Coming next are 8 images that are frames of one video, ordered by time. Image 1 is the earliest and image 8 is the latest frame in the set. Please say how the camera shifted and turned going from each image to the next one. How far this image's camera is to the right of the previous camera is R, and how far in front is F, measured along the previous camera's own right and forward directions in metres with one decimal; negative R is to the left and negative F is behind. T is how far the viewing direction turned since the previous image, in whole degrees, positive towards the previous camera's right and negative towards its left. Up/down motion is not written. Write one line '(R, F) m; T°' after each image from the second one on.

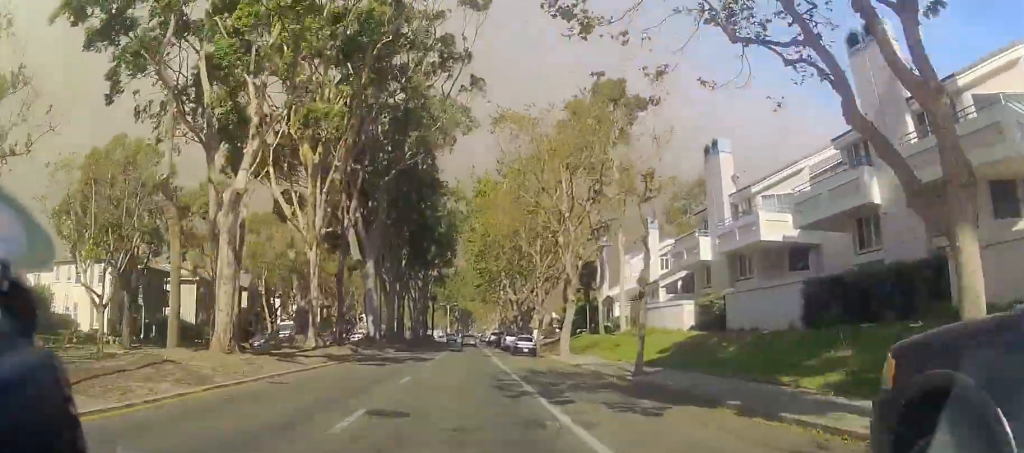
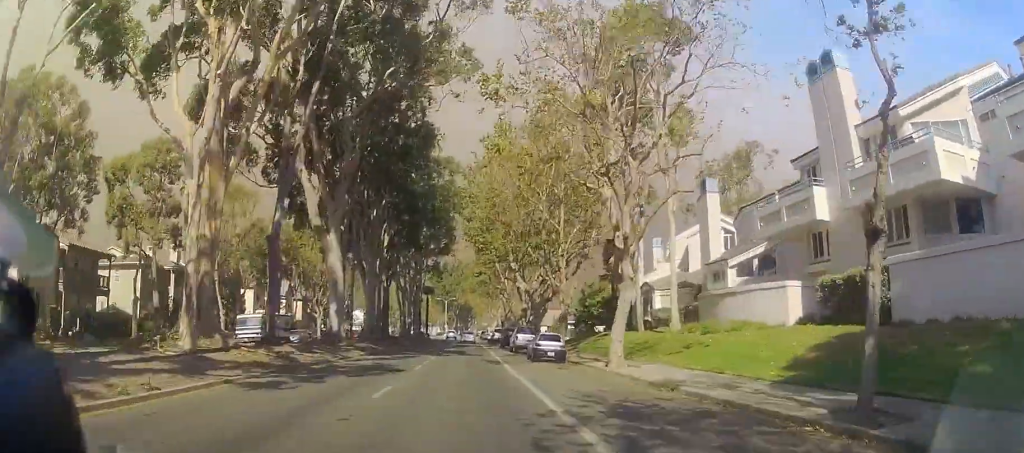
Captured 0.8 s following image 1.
(+0.2, +11.4) m; 0°
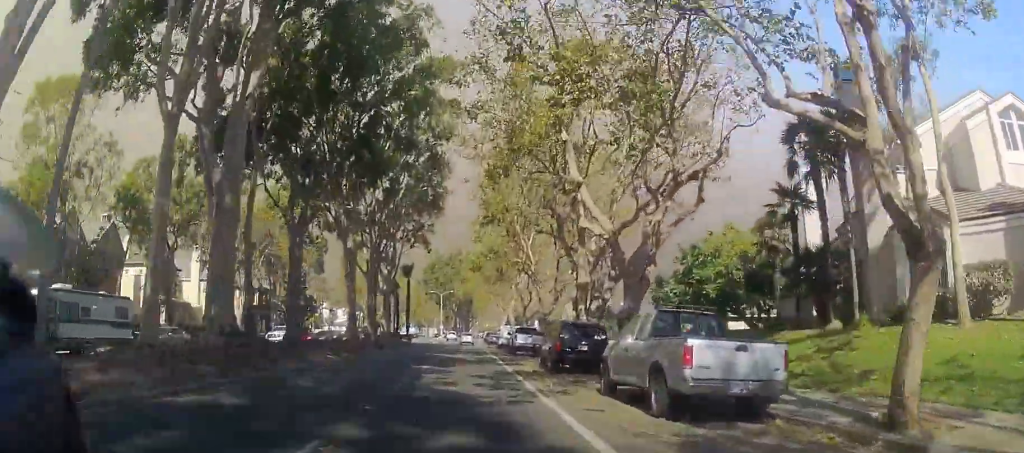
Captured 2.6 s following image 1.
(-0.4, +27.4) m; -1°
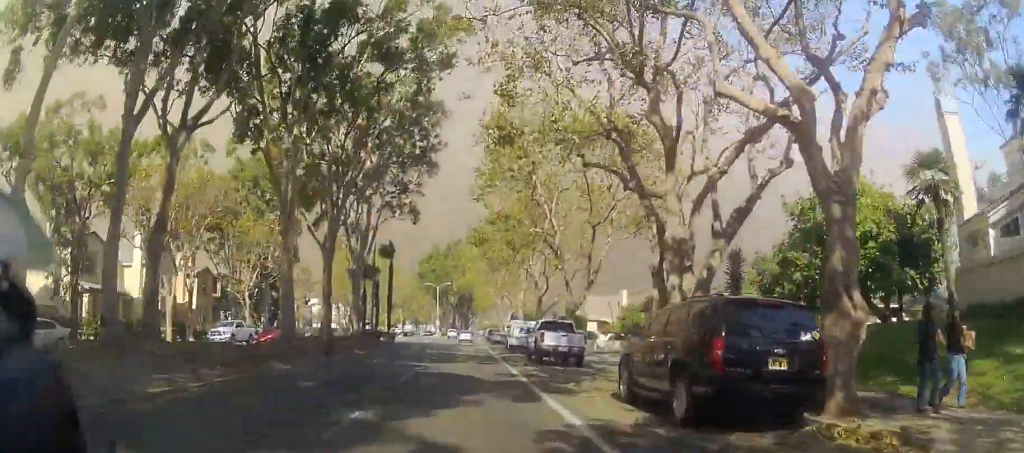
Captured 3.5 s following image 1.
(+0.1, +12.2) m; +1°
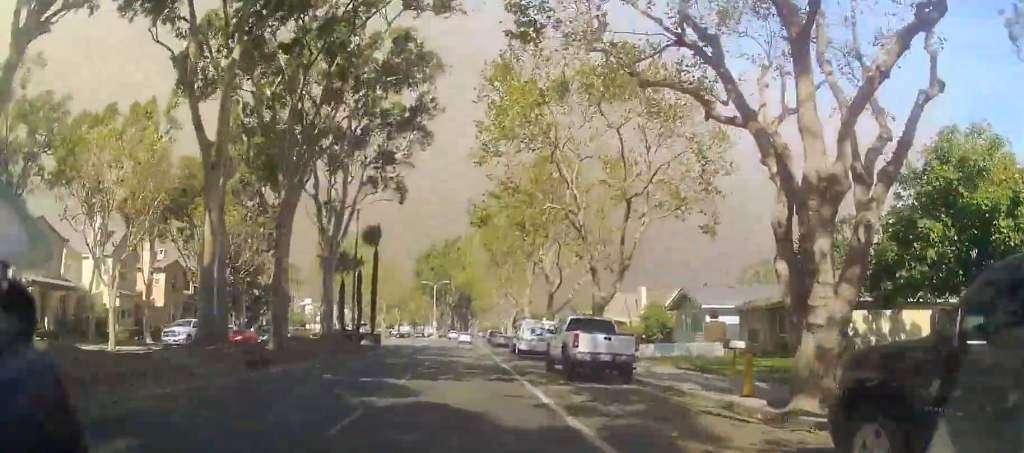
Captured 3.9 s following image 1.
(+0.2, +6.8) m; +1°
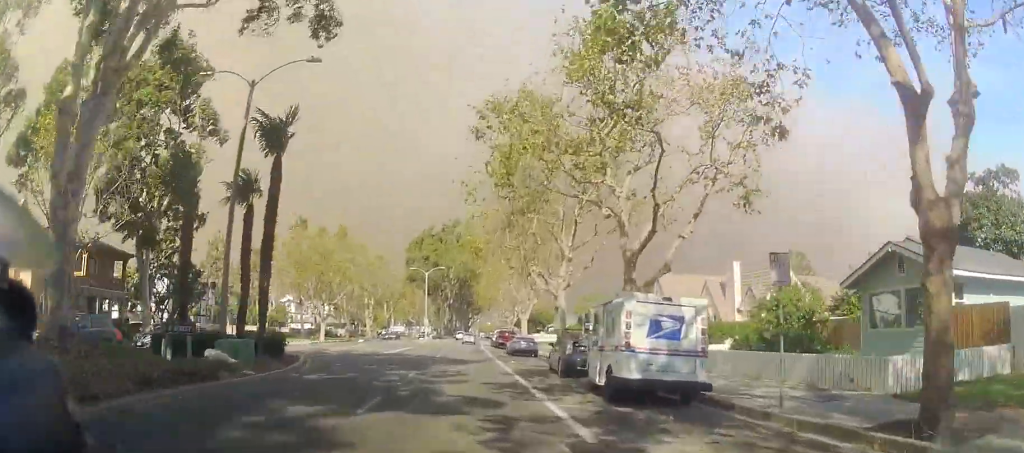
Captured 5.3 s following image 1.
(+0.1, +19.8) m; -1°
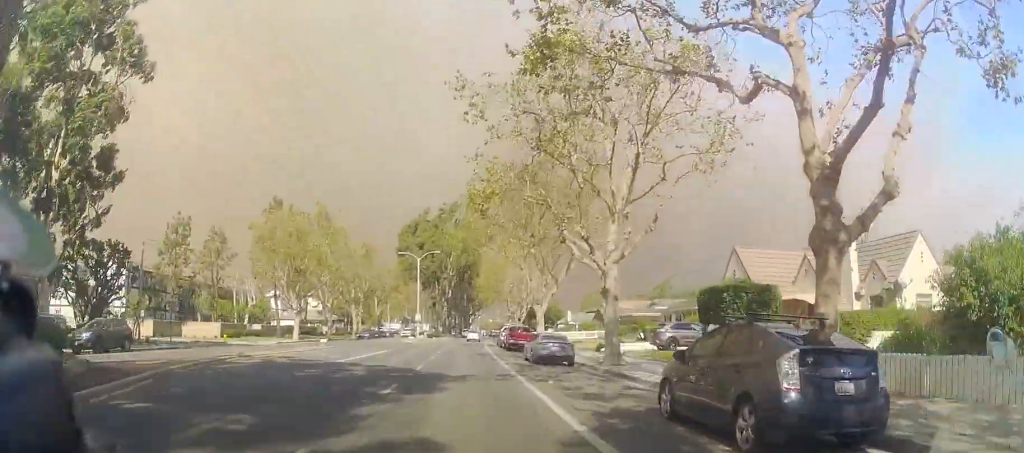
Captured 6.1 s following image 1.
(-0.4, +12.6) m; 0°
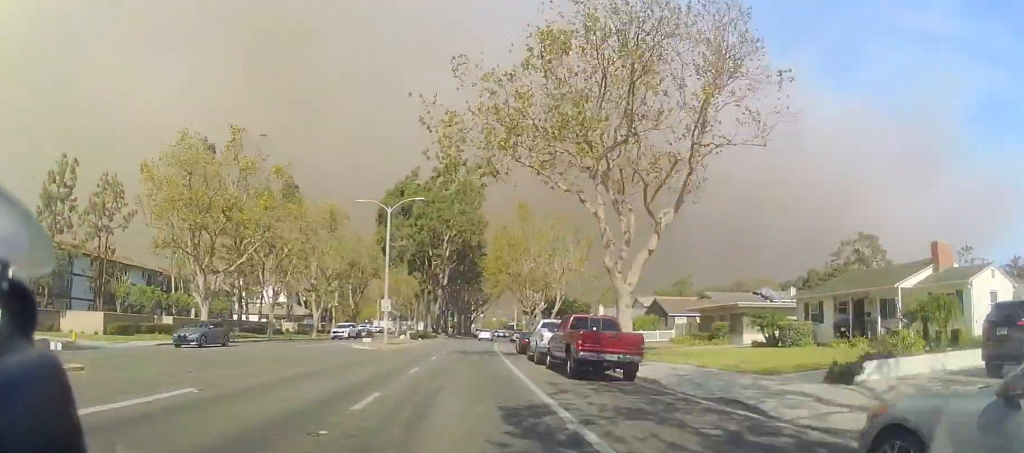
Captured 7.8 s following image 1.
(+0.2, +24.2) m; -1°
